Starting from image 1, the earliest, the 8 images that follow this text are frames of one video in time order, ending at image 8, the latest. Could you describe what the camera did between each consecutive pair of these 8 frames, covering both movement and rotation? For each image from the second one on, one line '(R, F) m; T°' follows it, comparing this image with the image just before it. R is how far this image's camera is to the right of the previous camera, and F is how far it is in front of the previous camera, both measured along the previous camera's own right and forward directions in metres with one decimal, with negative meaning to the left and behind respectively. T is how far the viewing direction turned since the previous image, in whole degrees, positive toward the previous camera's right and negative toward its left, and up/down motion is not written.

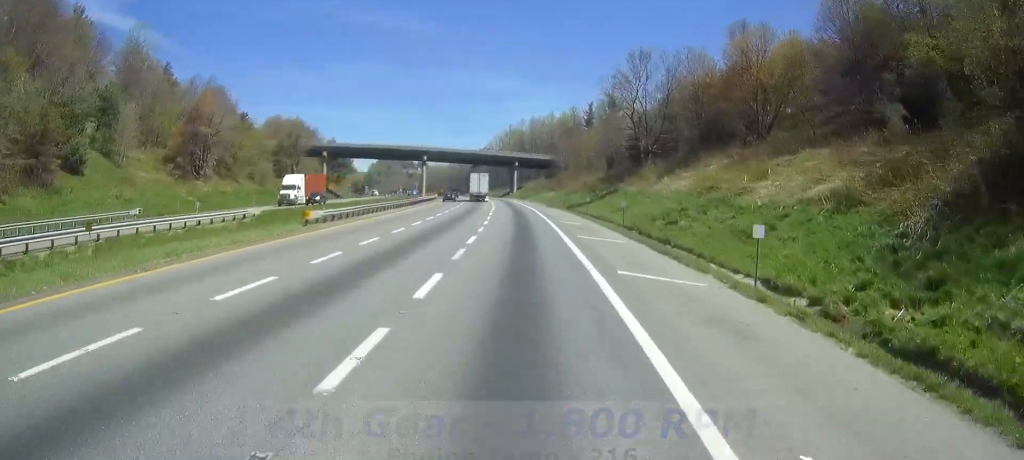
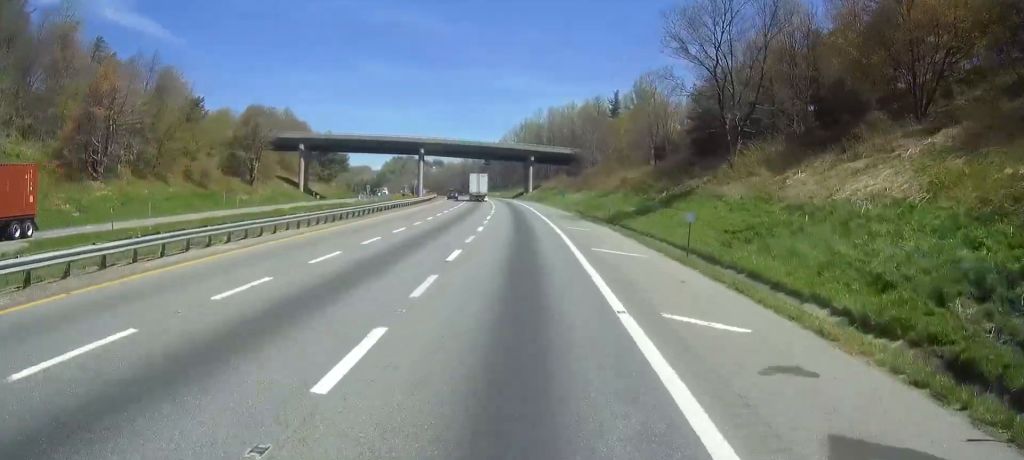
(-0.8, +30.9) m; -3°
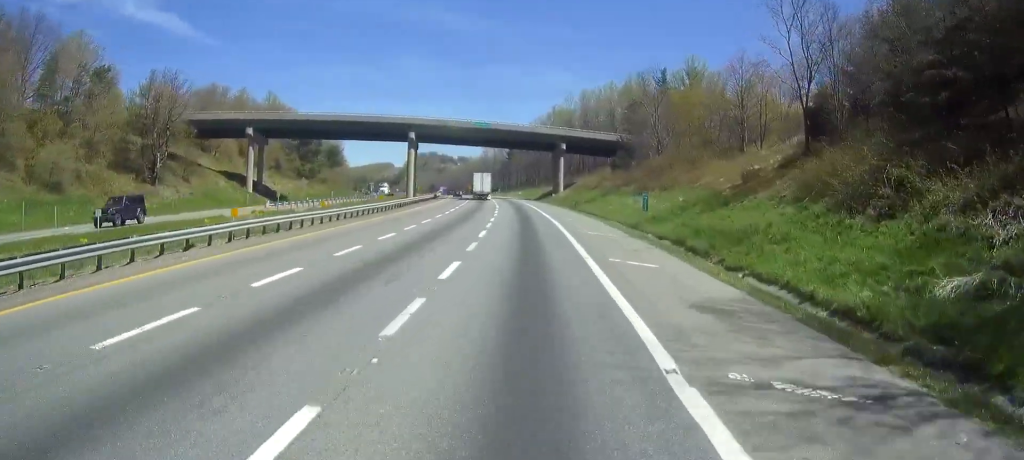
(-1.4, +41.3) m; -2°
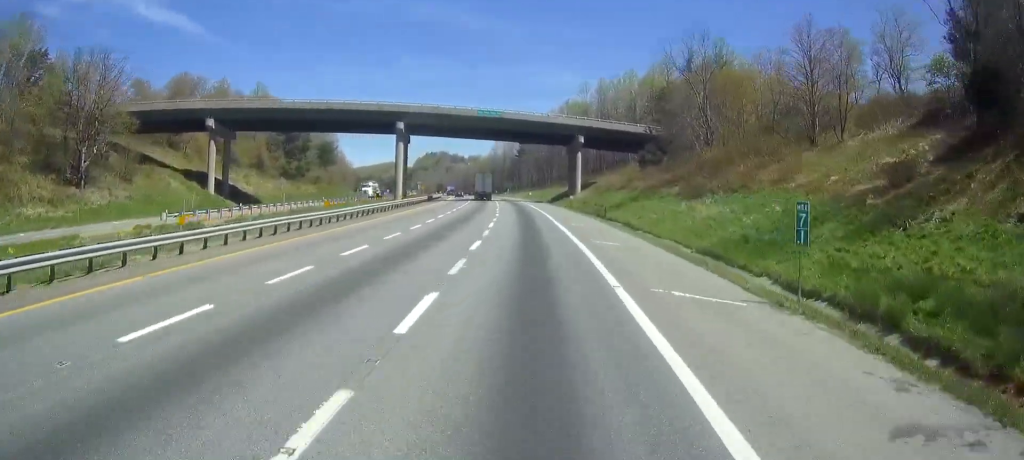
(0.0, +18.1) m; 0°
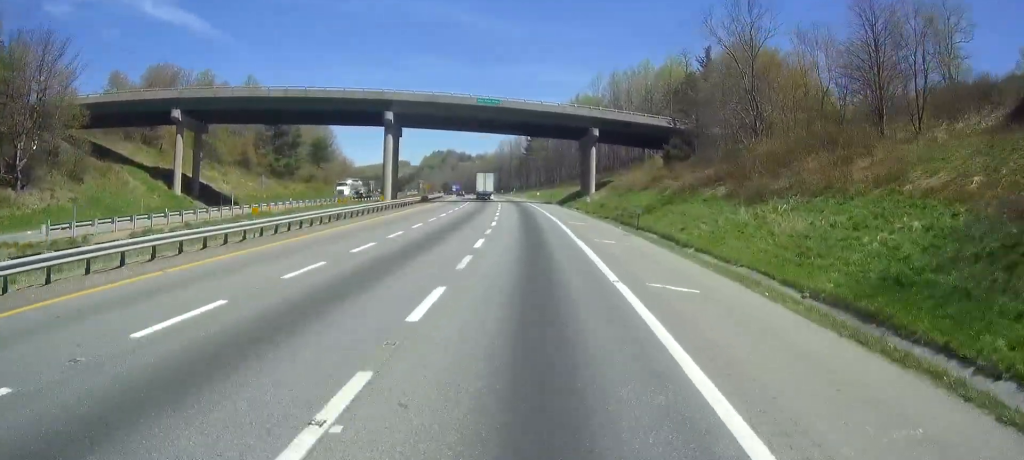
(0.0, +11.9) m; 0°
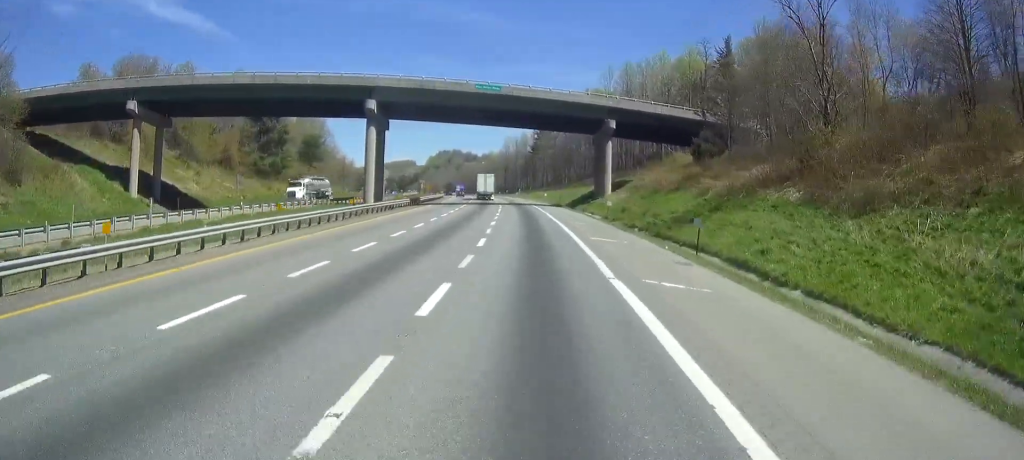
(0.0, +12.0) m; 0°
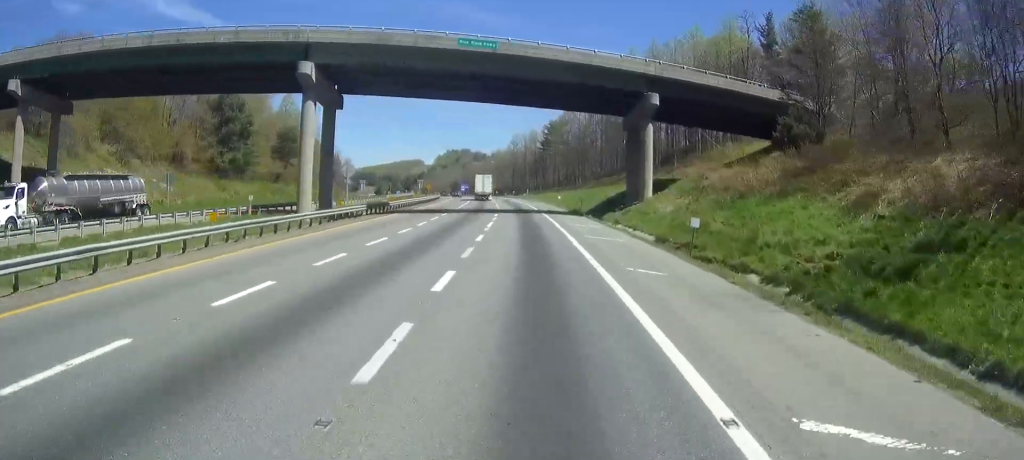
(-0.2, +22.7) m; -1°
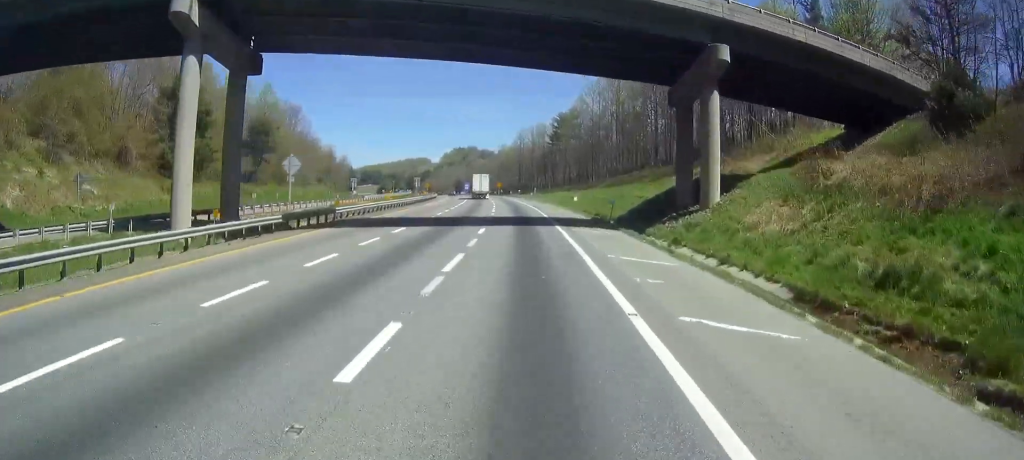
(-0.3, +19.1) m; -1°
